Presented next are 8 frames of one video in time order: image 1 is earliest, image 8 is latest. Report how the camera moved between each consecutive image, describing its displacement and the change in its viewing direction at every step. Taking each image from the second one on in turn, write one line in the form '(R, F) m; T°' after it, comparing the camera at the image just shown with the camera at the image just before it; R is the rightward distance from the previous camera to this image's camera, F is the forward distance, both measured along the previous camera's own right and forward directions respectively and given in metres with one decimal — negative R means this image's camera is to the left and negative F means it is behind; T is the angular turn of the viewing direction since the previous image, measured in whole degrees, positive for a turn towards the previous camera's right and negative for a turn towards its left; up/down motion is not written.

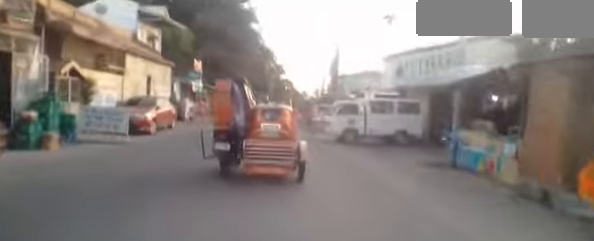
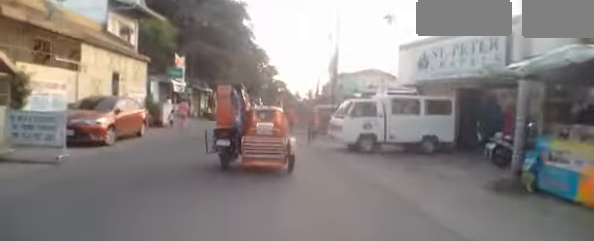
(-0.2, +4.0) m; -1°
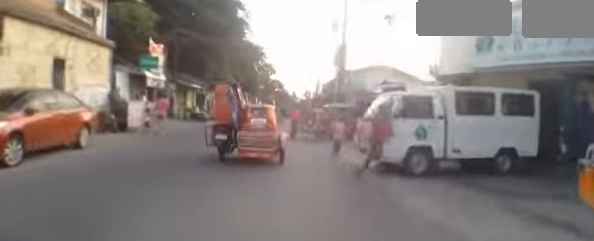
(+0.2, +5.0) m; +5°
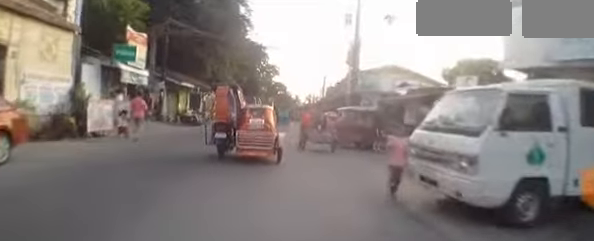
(0.0, +4.0) m; +4°
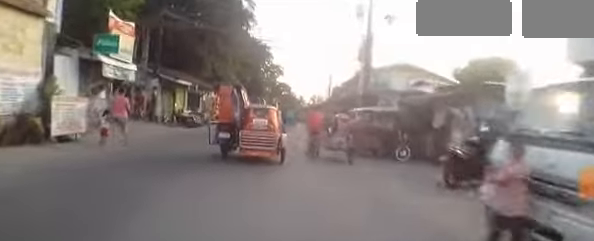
(+0.2, +2.1) m; +2°
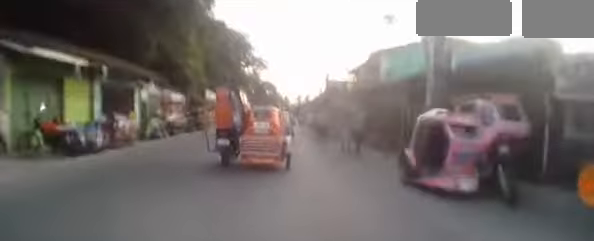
(-2.4, +10.1) m; -23°
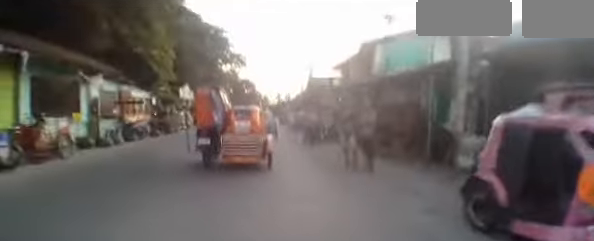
(+0.3, +2.7) m; +11°
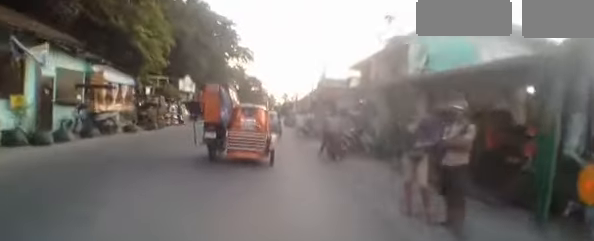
(+0.5, +3.2) m; +16°
